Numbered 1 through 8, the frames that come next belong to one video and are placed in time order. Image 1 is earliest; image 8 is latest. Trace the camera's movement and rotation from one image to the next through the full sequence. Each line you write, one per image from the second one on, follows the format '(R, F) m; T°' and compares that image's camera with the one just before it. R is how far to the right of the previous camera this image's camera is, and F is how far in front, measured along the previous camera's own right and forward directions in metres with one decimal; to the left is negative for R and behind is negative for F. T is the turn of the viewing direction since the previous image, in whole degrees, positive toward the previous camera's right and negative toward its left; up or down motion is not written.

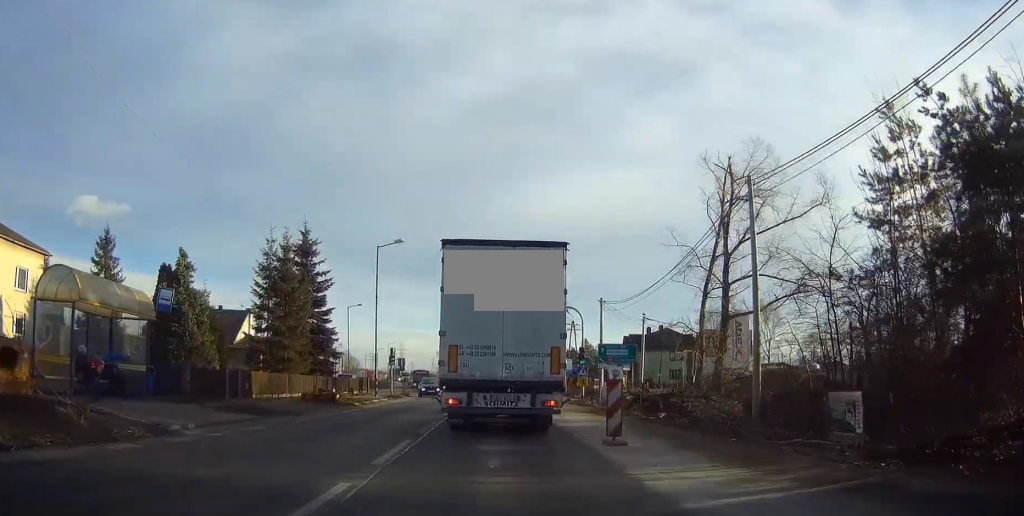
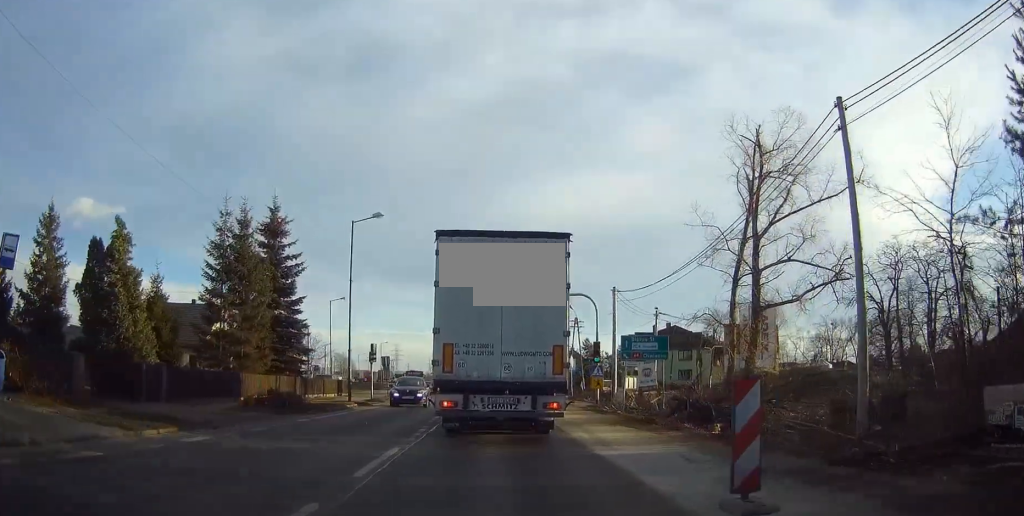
(0.0, +8.0) m; 0°
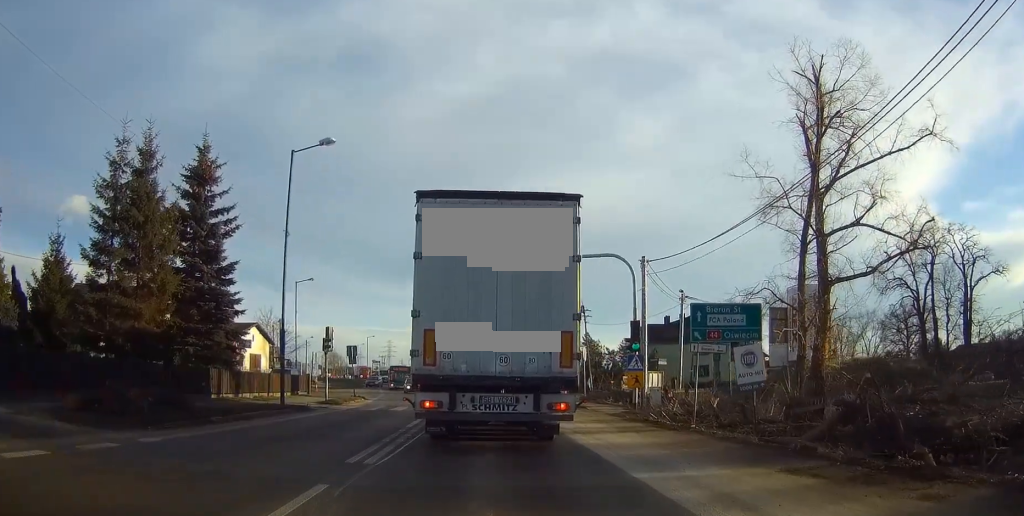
(-0.3, +10.5) m; -3°
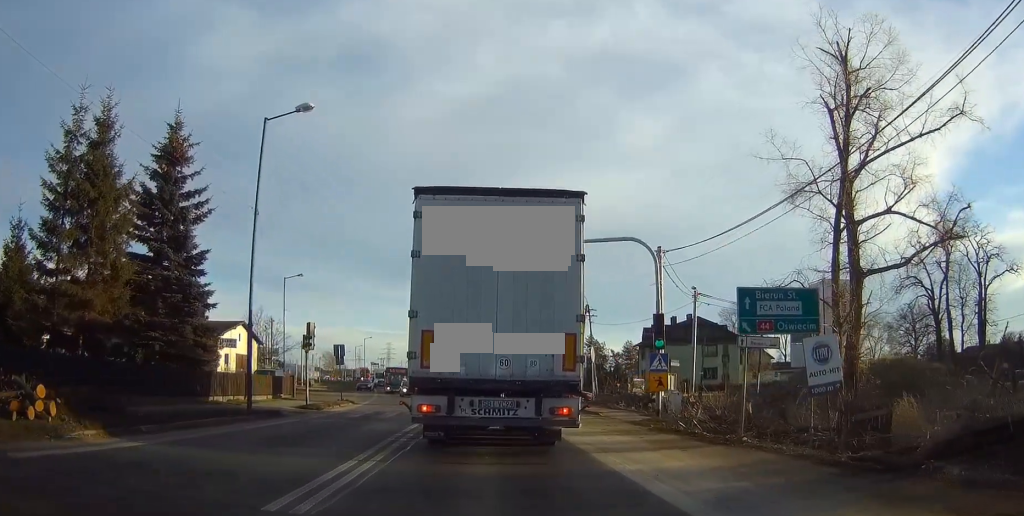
(-0.1, +3.9) m; 0°
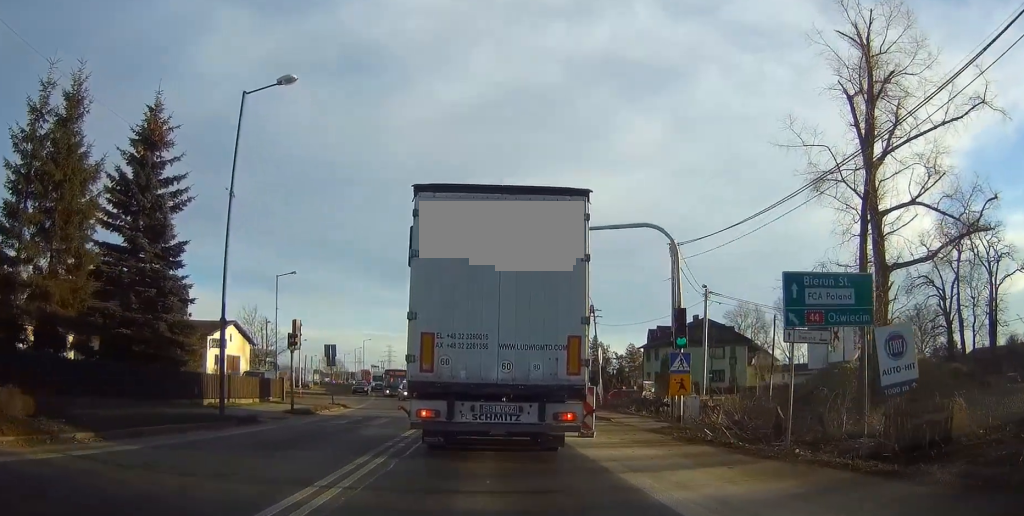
(0.0, +2.4) m; 0°
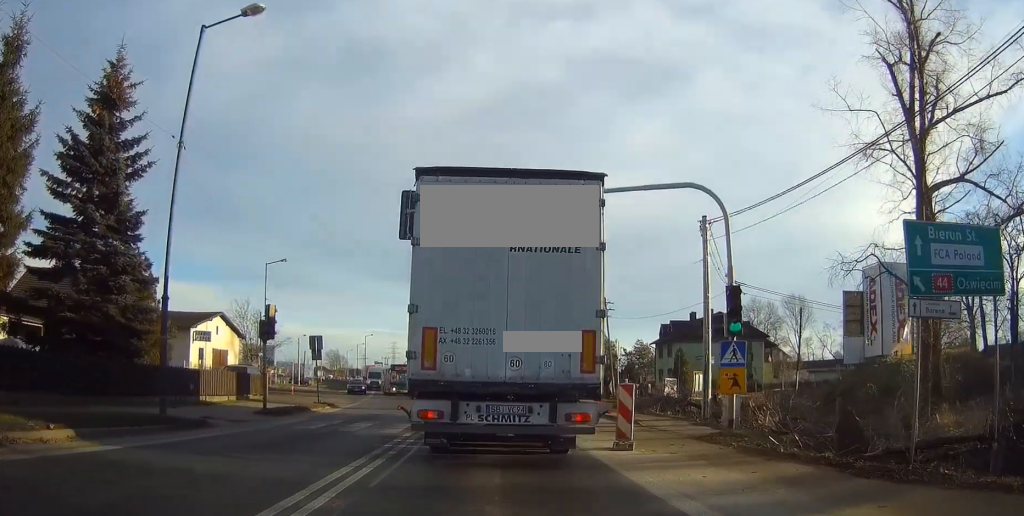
(0.0, +3.8) m; +1°
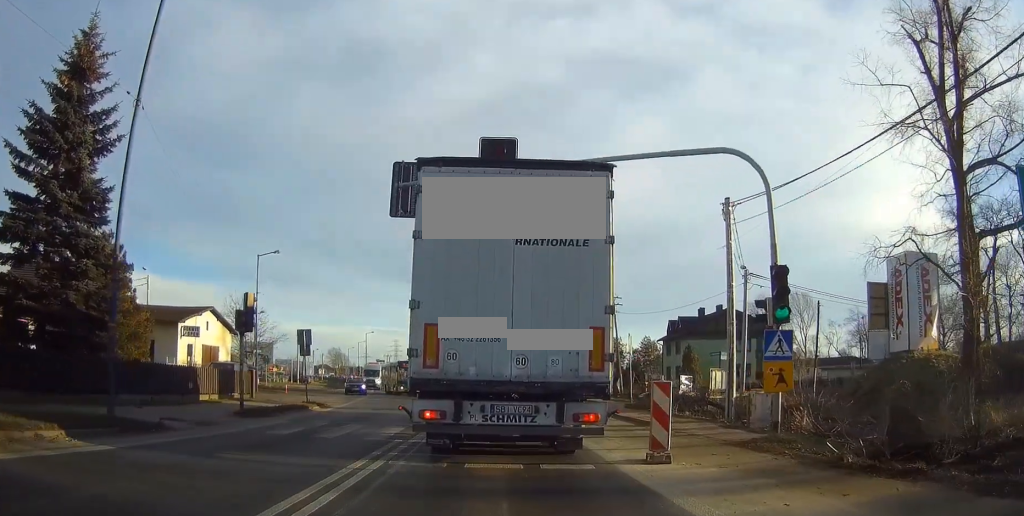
(0.0, +2.3) m; 0°
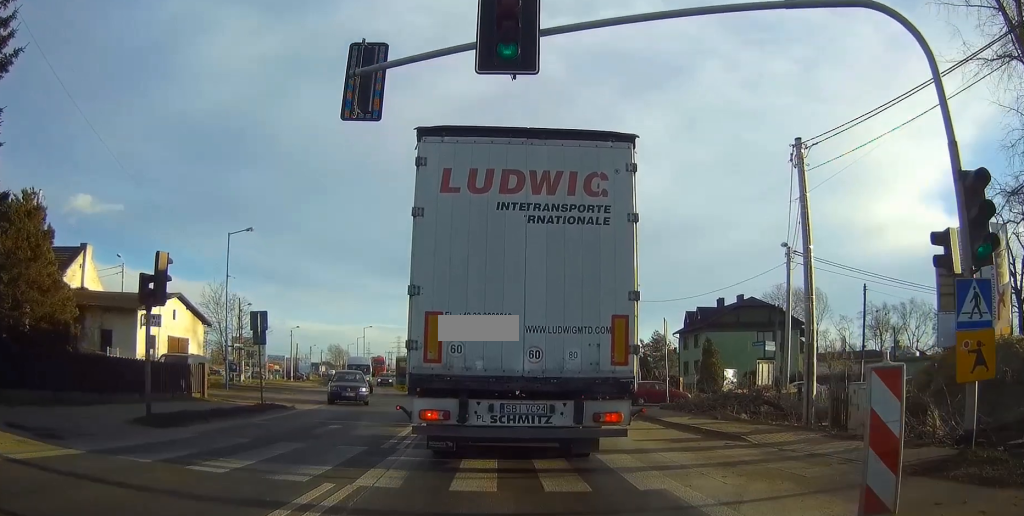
(-0.2, +5.6) m; -3°
